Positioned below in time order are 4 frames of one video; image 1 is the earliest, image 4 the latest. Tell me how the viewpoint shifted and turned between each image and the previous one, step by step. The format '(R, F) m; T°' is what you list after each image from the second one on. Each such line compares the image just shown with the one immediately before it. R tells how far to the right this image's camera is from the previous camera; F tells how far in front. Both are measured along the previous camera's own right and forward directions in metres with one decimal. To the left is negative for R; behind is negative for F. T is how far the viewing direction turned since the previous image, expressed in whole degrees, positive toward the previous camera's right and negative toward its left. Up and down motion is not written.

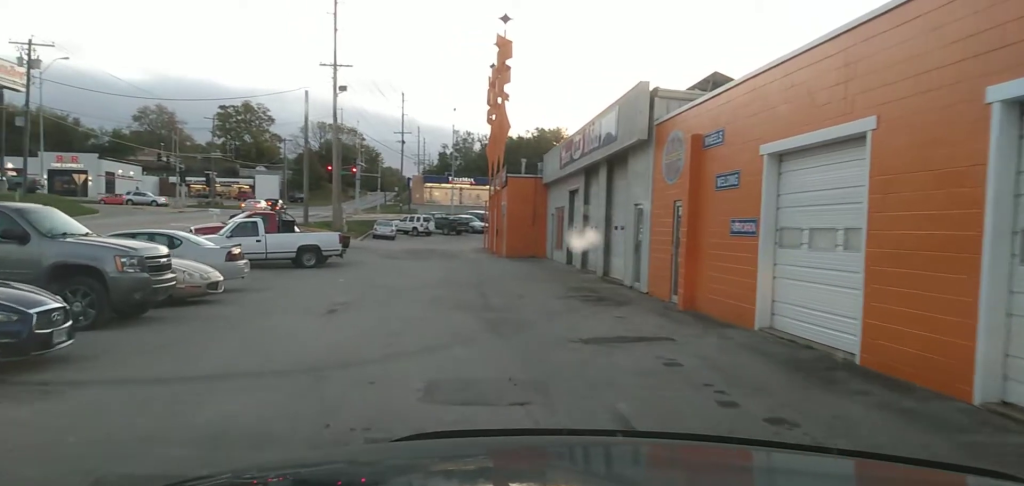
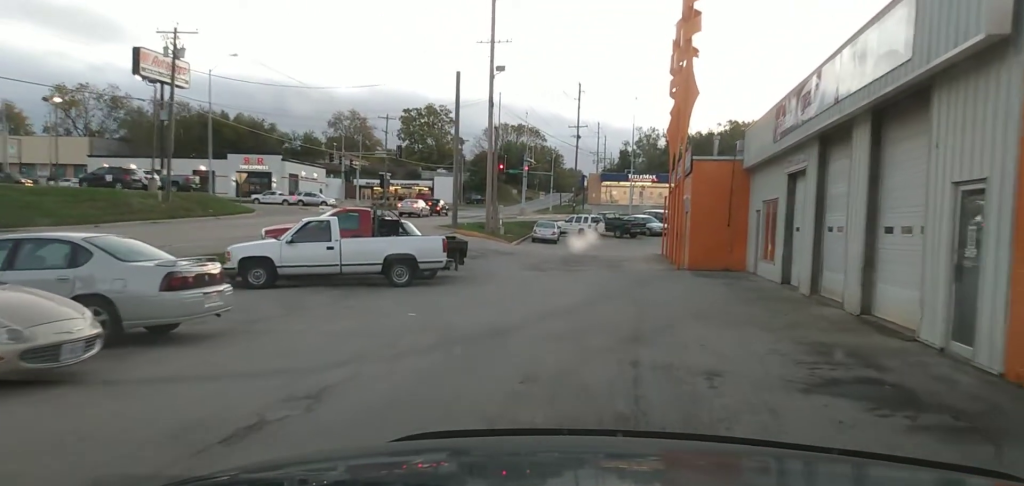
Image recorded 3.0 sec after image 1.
(-1.6, +8.9) m; -14°
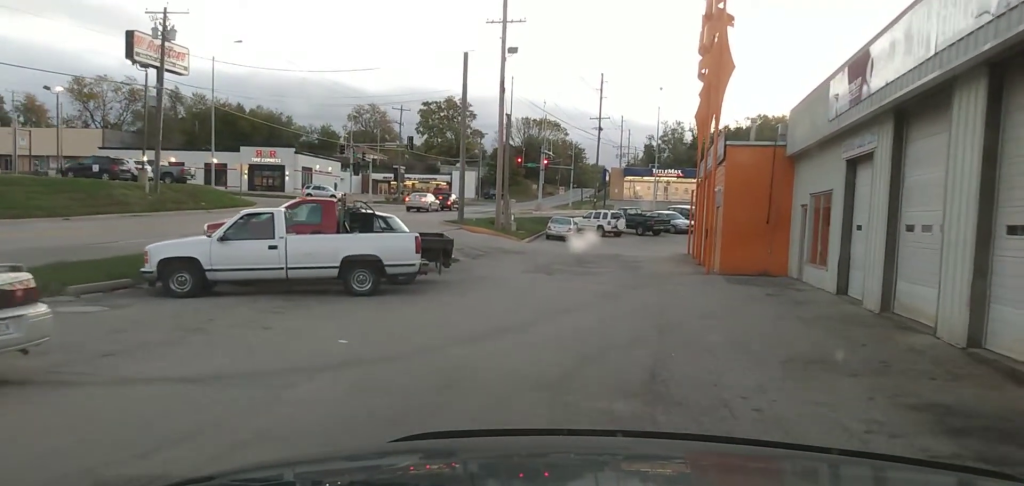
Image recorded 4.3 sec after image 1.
(-0.1, +3.9) m; -1°
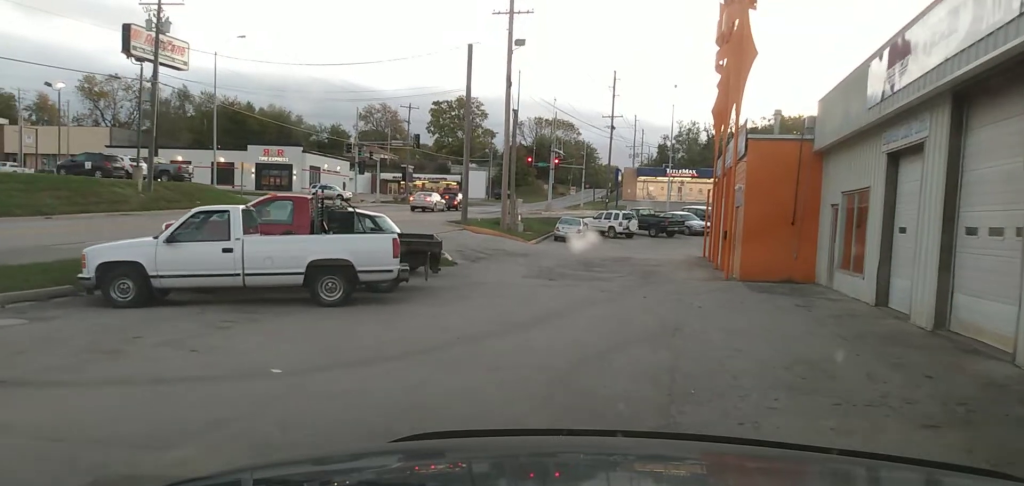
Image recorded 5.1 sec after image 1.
(0.0, +2.4) m; -2°
